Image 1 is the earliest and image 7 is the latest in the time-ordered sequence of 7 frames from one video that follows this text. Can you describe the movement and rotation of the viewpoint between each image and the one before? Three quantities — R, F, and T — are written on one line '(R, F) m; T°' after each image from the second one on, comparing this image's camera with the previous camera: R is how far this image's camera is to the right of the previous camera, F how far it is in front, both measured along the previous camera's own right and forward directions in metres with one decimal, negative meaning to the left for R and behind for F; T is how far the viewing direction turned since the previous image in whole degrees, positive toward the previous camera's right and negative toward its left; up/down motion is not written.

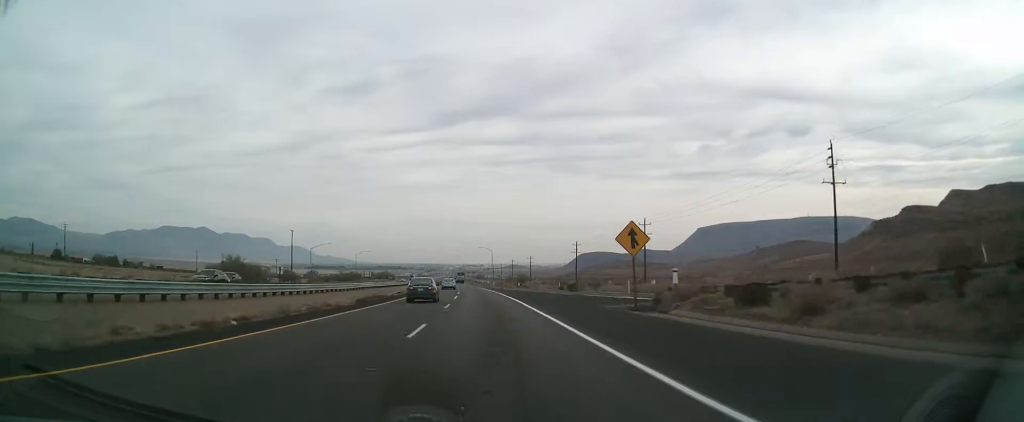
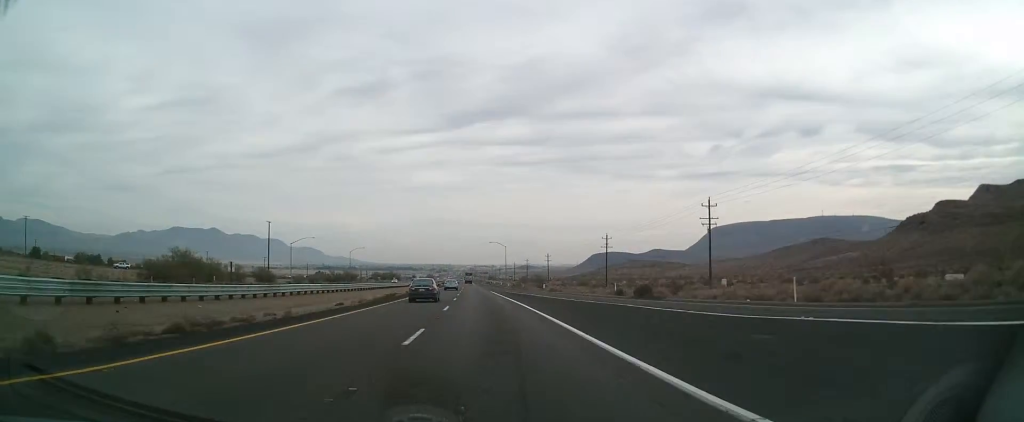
(-0.2, +30.7) m; -1°
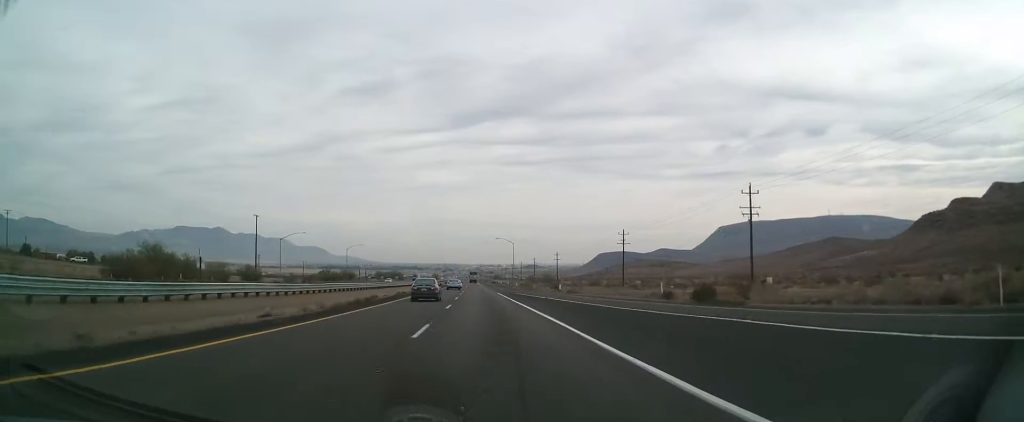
(0.0, +13.1) m; -1°
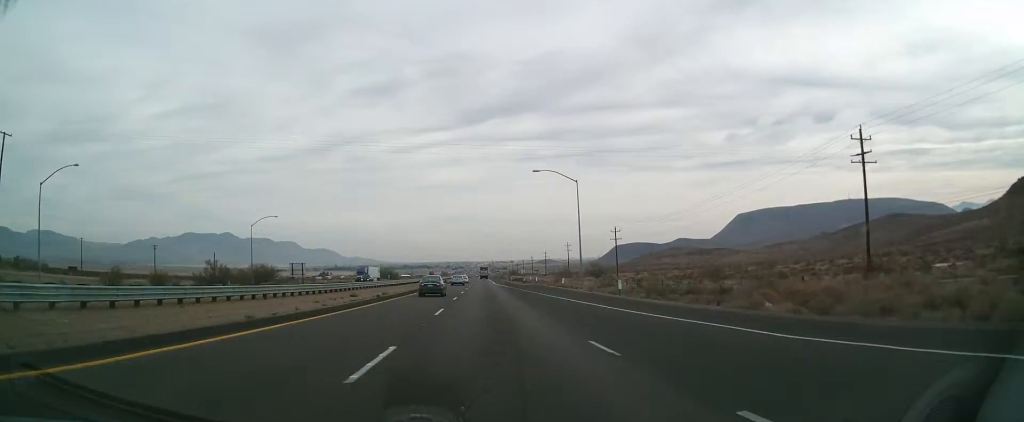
(-2.0, +92.7) m; -2°
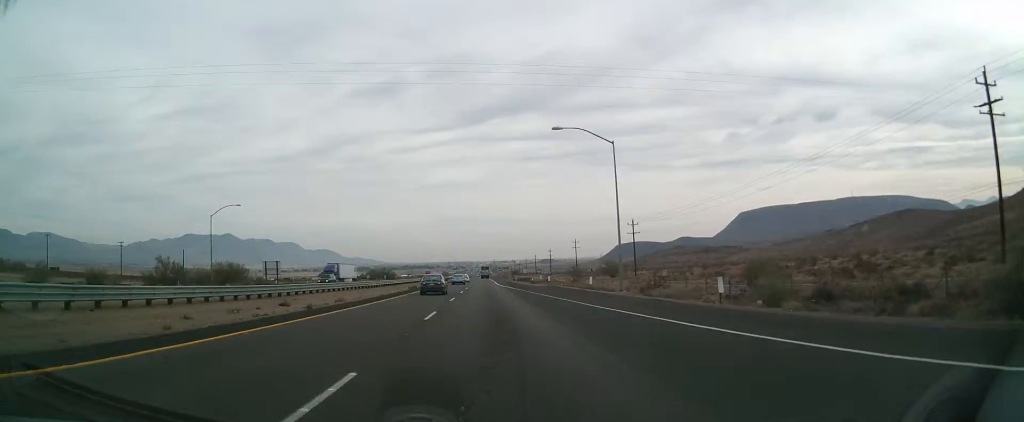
(0.0, +17.9) m; 0°
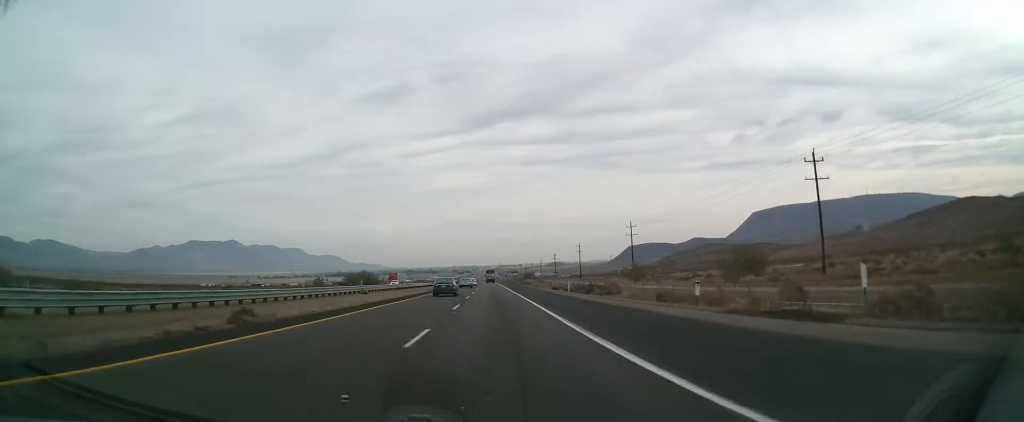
(-1.1, +79.9) m; -1°
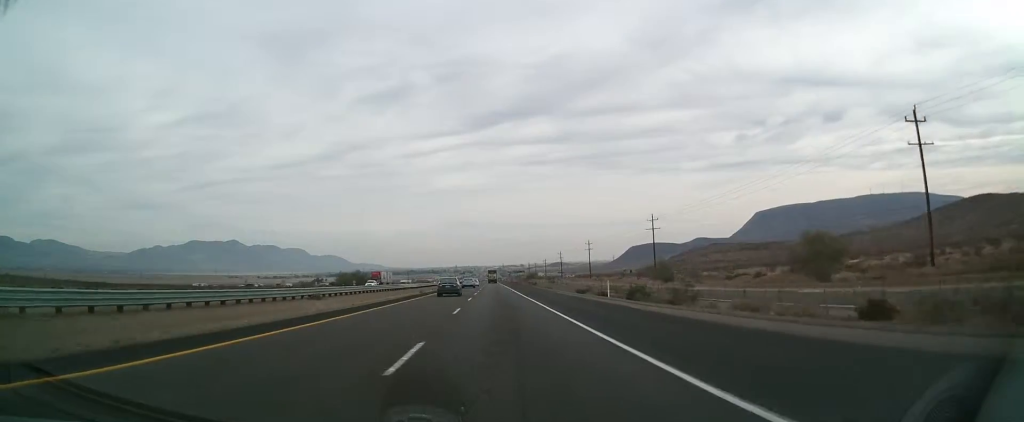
(0.0, +18.0) m; 0°
